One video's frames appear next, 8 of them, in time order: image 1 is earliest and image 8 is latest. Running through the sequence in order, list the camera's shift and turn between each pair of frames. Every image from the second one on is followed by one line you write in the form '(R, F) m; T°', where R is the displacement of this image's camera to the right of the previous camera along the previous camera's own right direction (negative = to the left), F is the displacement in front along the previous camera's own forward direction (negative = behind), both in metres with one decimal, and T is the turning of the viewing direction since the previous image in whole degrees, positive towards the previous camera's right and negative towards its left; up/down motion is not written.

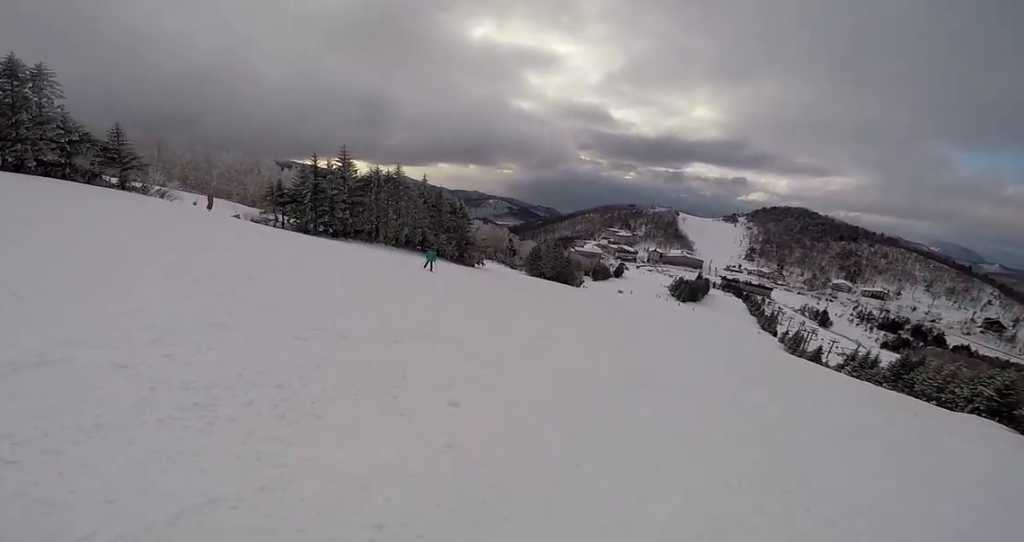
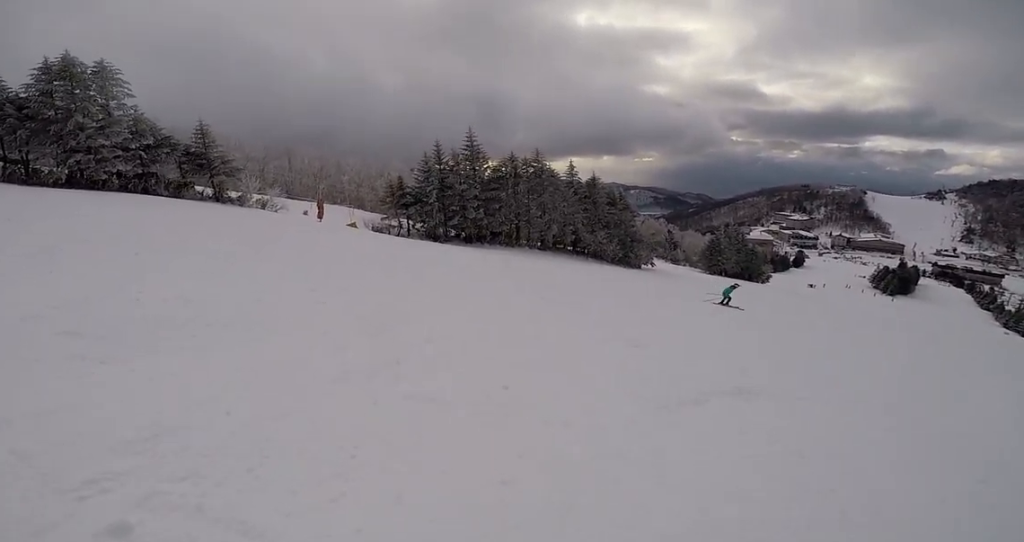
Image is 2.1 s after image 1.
(-1.1, +8.9) m; -15°
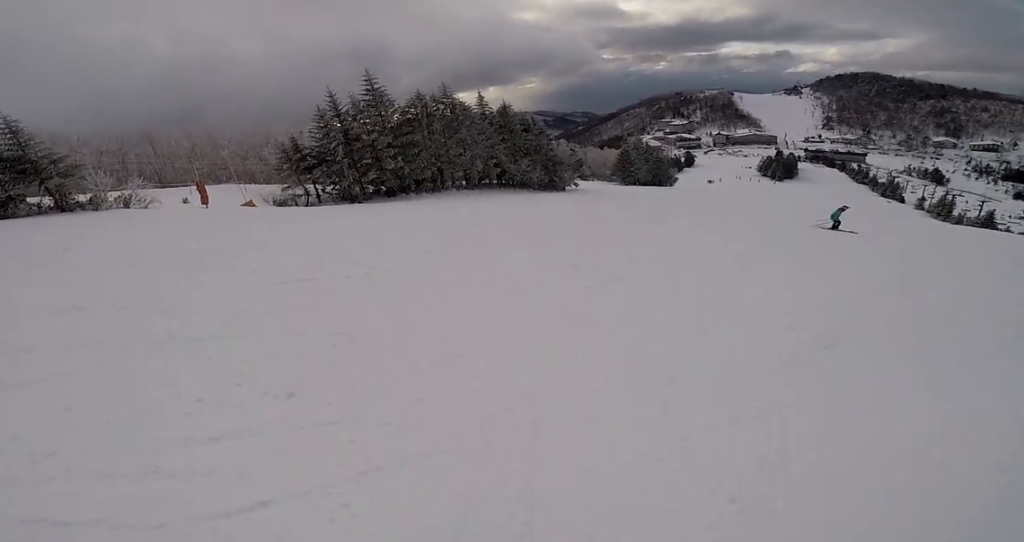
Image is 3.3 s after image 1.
(+0.4, +4.6) m; +9°
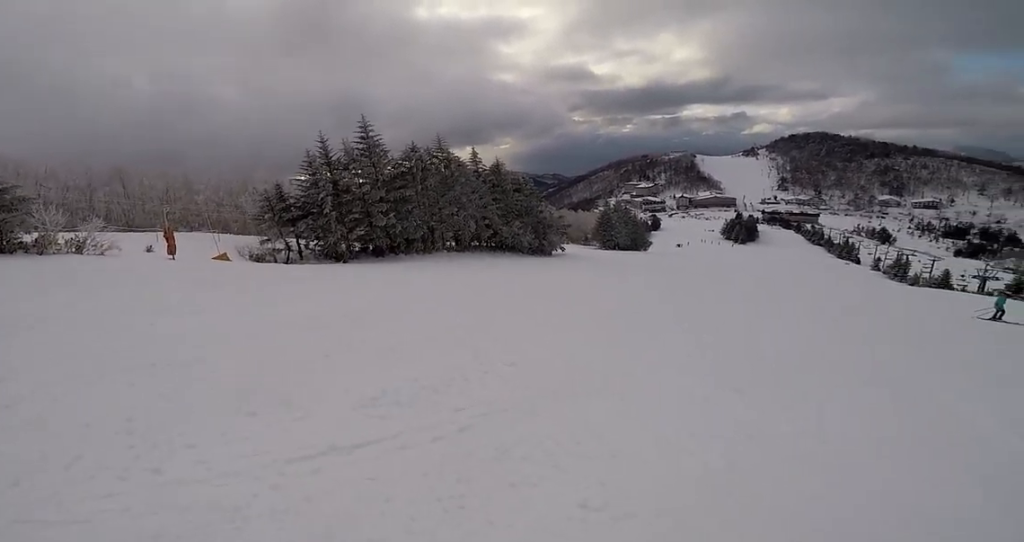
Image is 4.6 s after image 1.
(-0.3, +3.5) m; +5°
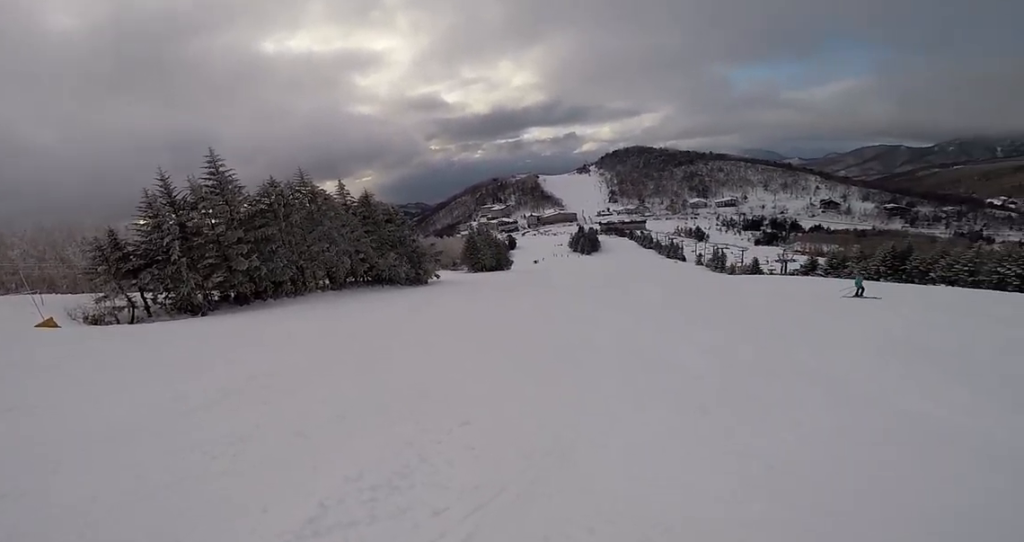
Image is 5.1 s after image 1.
(-0.3, +1.3) m; +13°
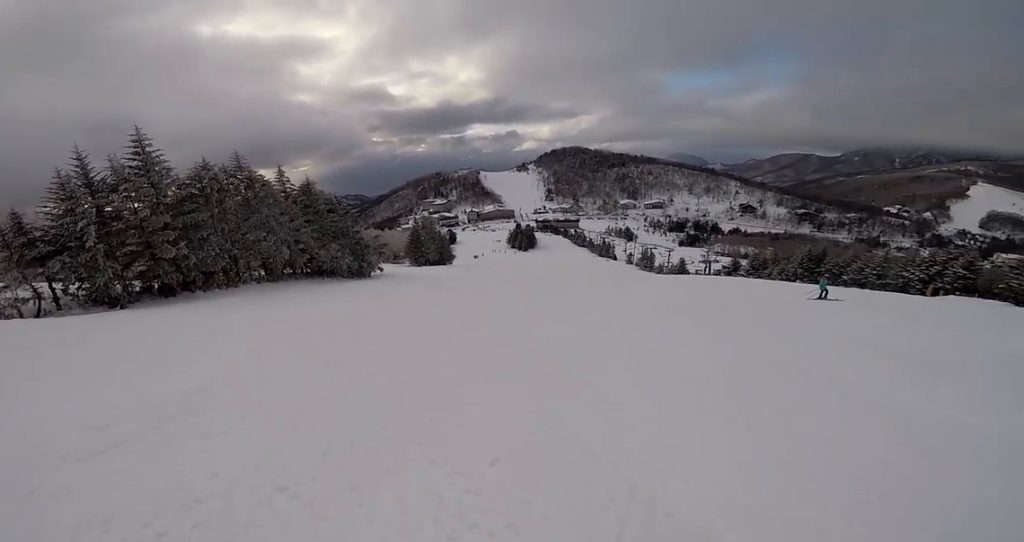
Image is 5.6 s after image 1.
(+0.7, +1.8) m; +26°
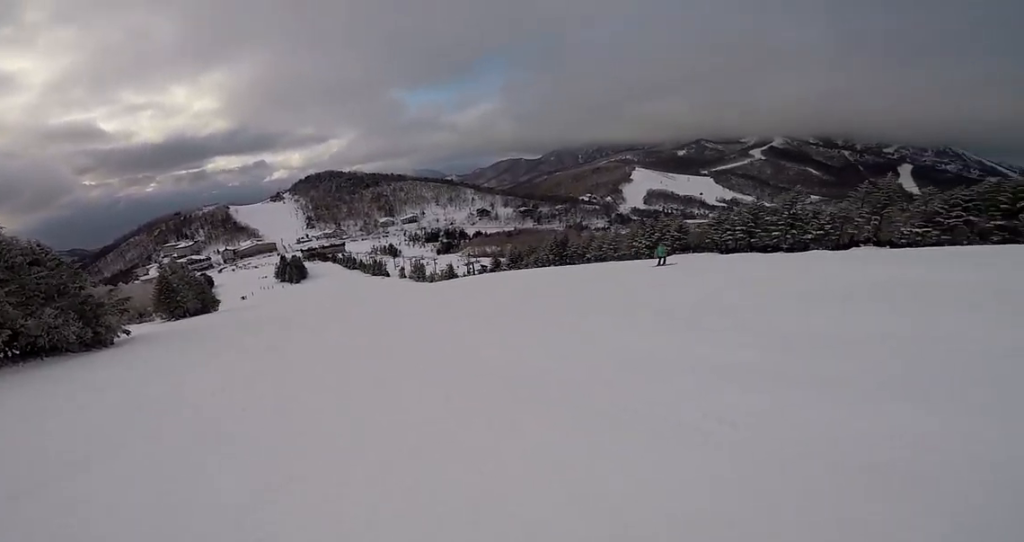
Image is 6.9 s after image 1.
(+2.7, +4.3) m; +47°
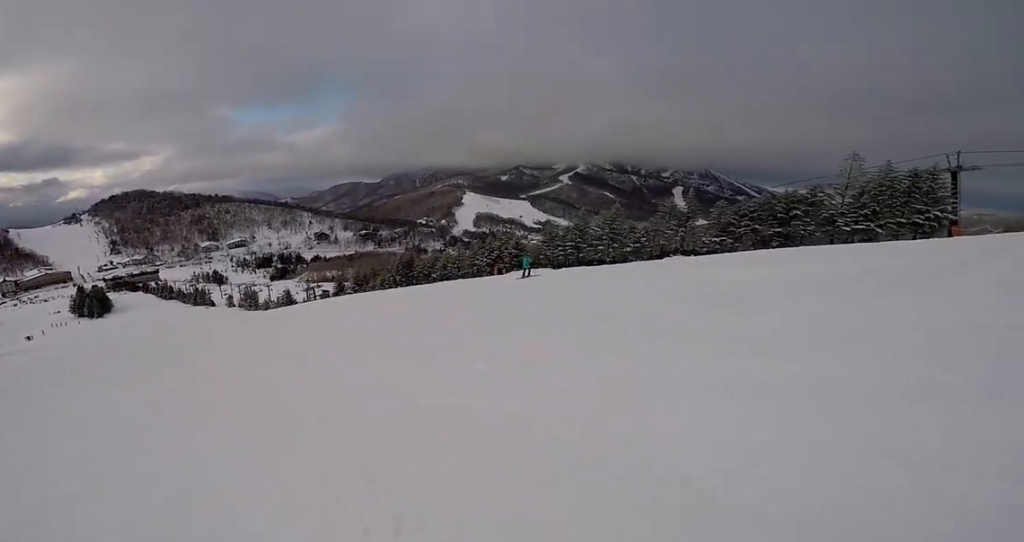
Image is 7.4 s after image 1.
(+0.2, +2.3) m; +11°
